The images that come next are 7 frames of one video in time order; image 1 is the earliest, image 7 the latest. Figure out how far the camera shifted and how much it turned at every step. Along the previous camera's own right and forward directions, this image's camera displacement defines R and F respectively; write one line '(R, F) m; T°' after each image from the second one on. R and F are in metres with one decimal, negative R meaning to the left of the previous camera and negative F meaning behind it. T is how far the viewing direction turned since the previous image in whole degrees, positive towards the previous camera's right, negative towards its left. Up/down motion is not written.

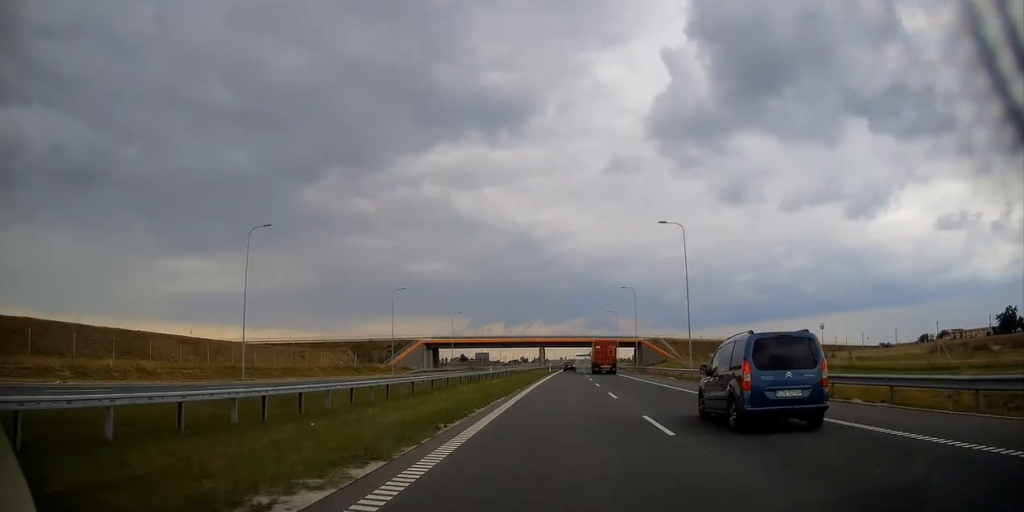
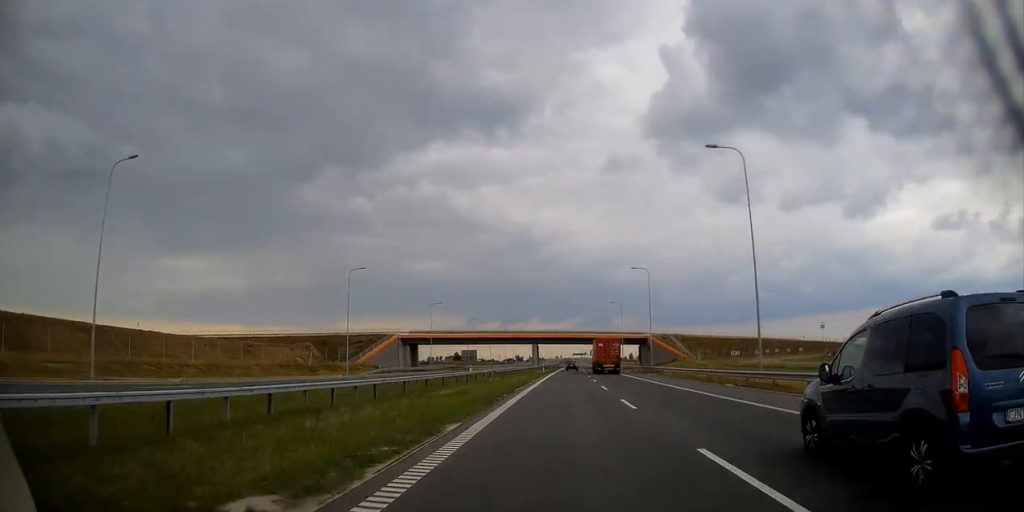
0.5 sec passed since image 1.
(0.0, +17.7) m; +1°
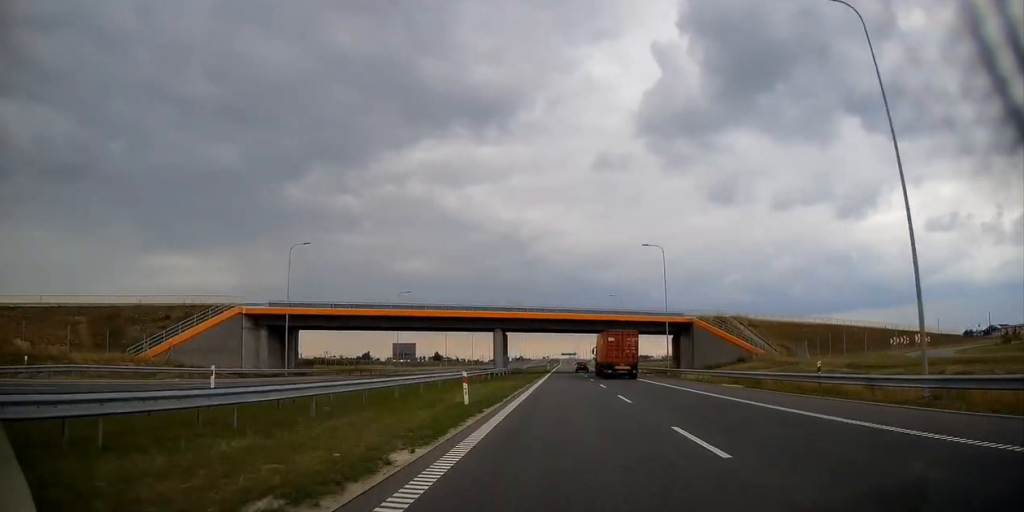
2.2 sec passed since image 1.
(+0.9, +57.0) m; +2°
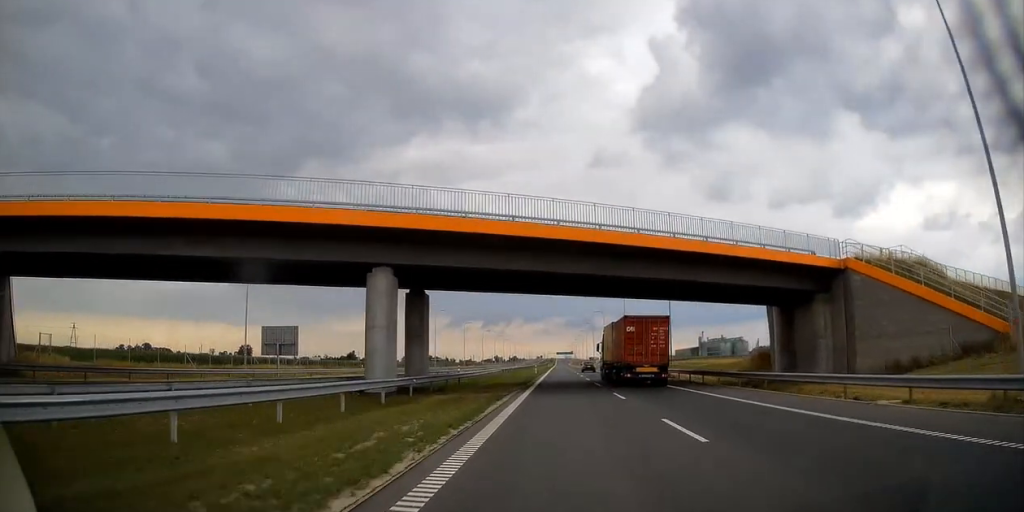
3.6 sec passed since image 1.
(+0.3, +46.3) m; 0°
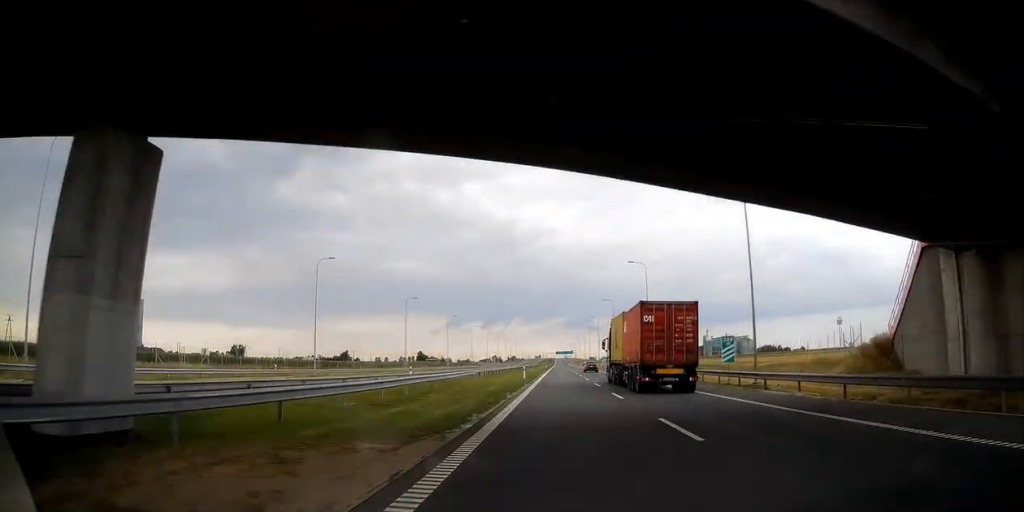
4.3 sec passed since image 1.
(0.0, +24.0) m; 0°
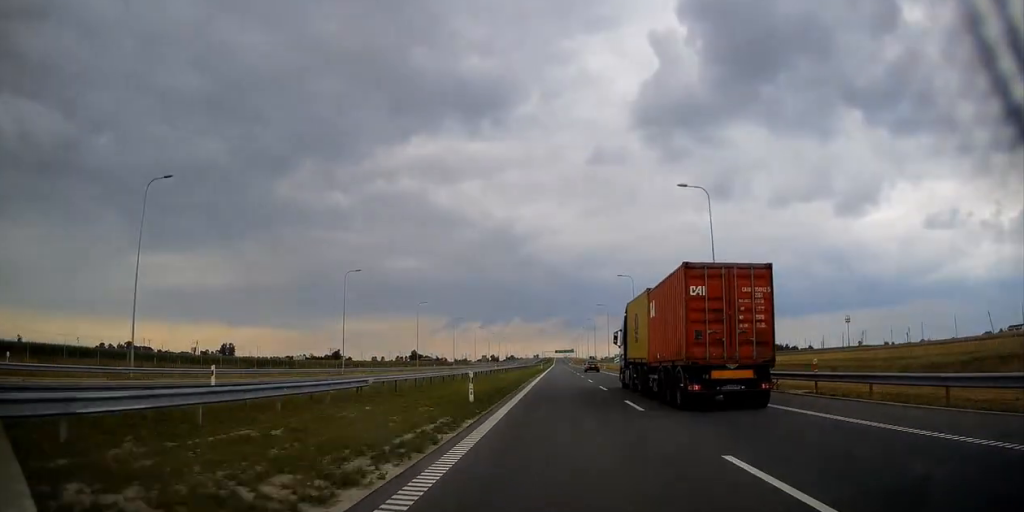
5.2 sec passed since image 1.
(+0.1, +29.8) m; 0°
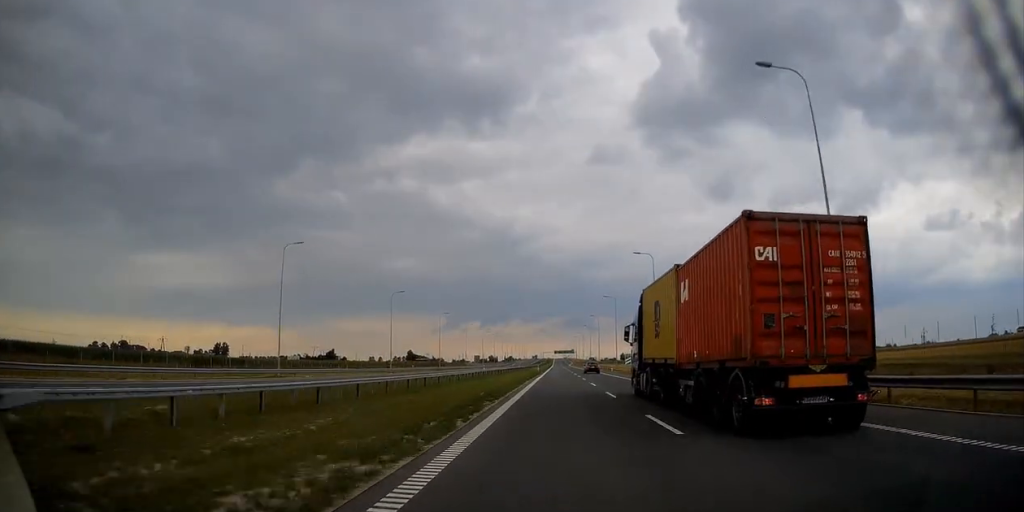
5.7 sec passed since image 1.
(0.0, +17.3) m; 0°
